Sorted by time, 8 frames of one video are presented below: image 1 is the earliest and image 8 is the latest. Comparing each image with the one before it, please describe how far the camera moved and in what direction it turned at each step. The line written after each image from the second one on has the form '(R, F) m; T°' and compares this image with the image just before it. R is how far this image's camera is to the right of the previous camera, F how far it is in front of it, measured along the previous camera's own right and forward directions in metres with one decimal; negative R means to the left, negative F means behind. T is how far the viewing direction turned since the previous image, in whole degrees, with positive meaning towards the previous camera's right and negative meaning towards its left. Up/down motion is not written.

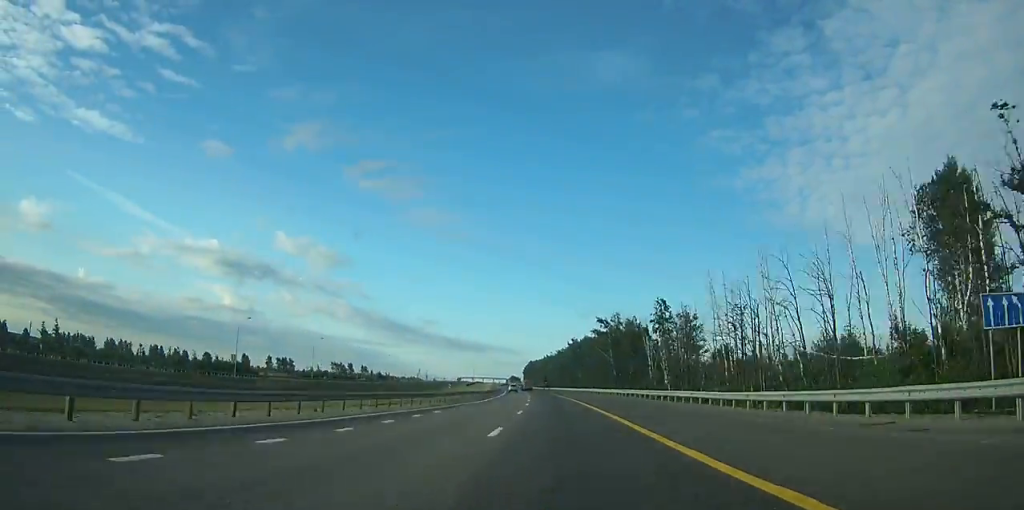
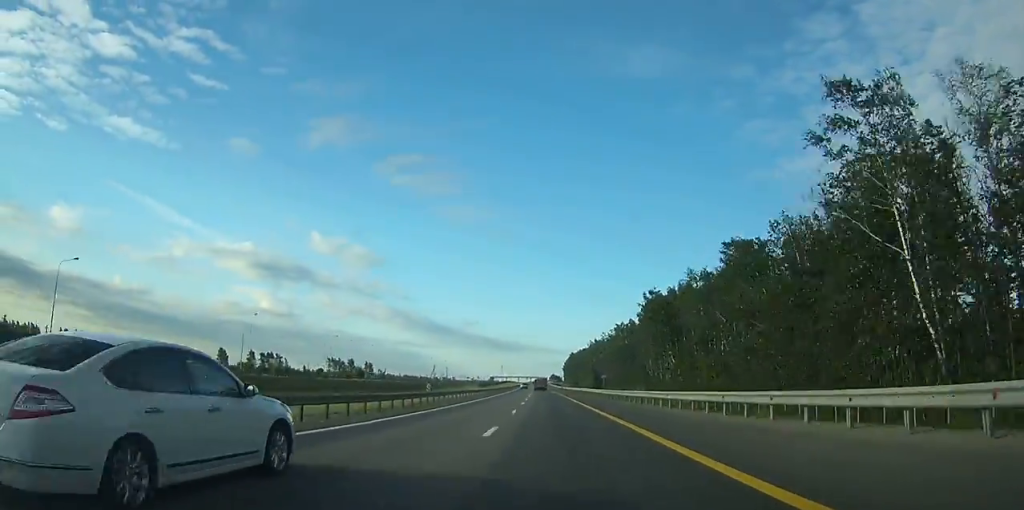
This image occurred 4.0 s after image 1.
(-2.6, +104.7) m; -3°
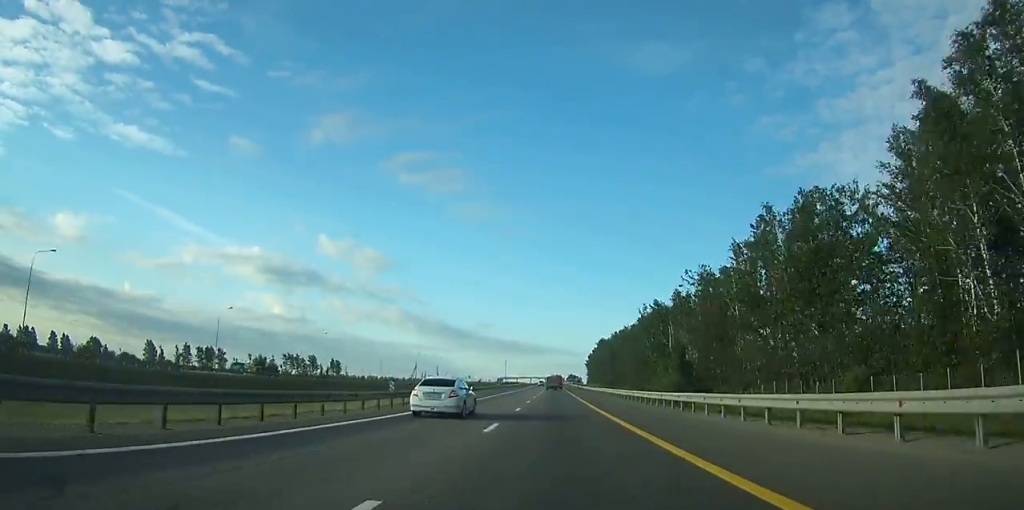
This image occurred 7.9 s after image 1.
(-2.5, +108.8) m; -1°
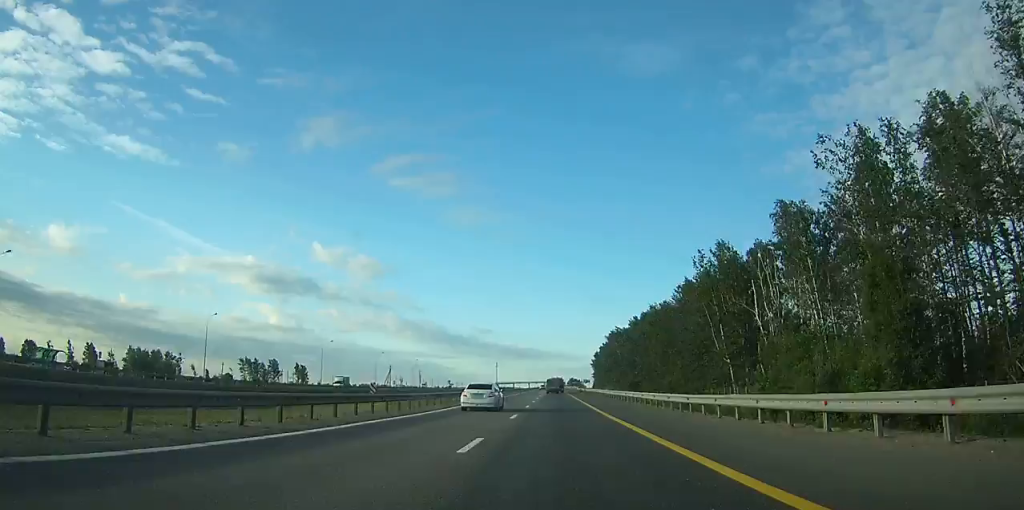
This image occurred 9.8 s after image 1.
(-0.2, +53.8) m; 0°
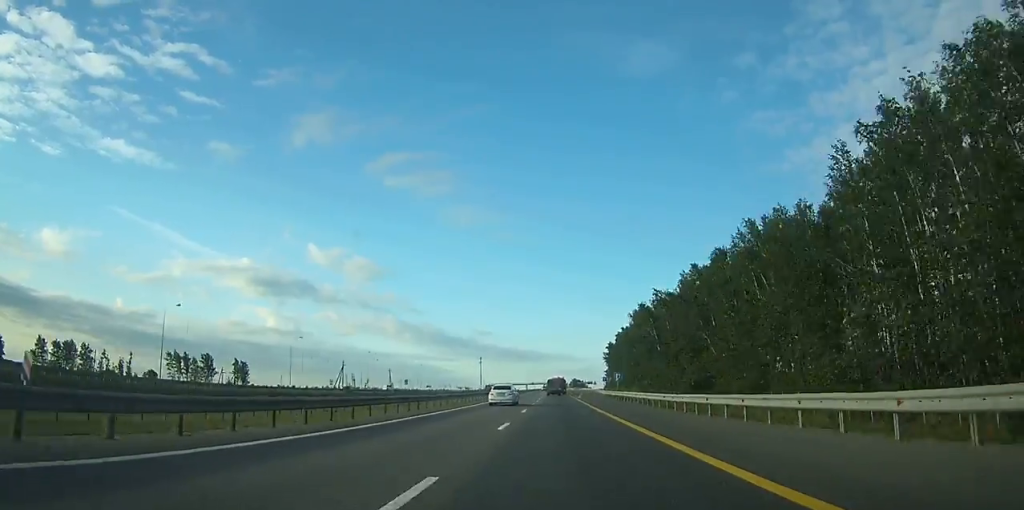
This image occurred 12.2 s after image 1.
(0.0, +68.8) m; 0°
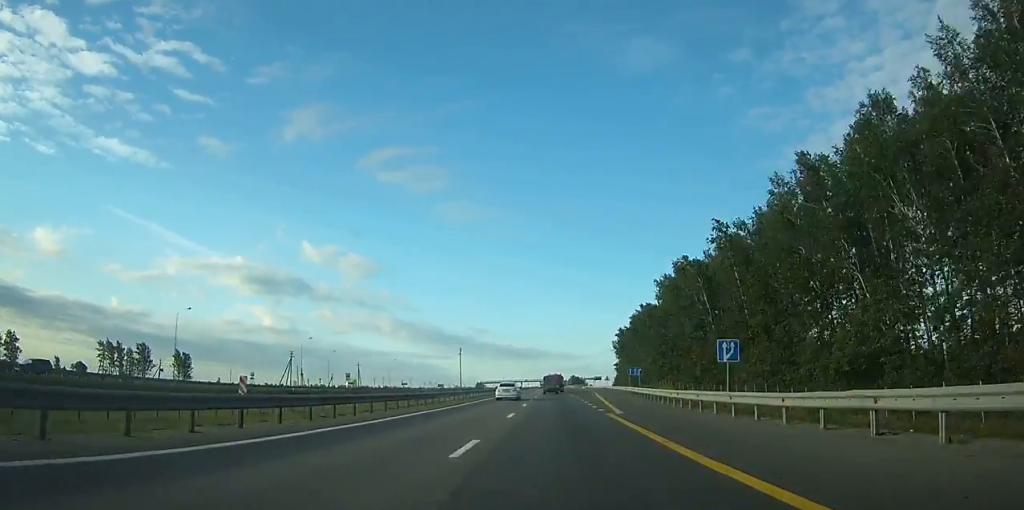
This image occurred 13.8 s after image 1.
(0.0, +44.5) m; 0°
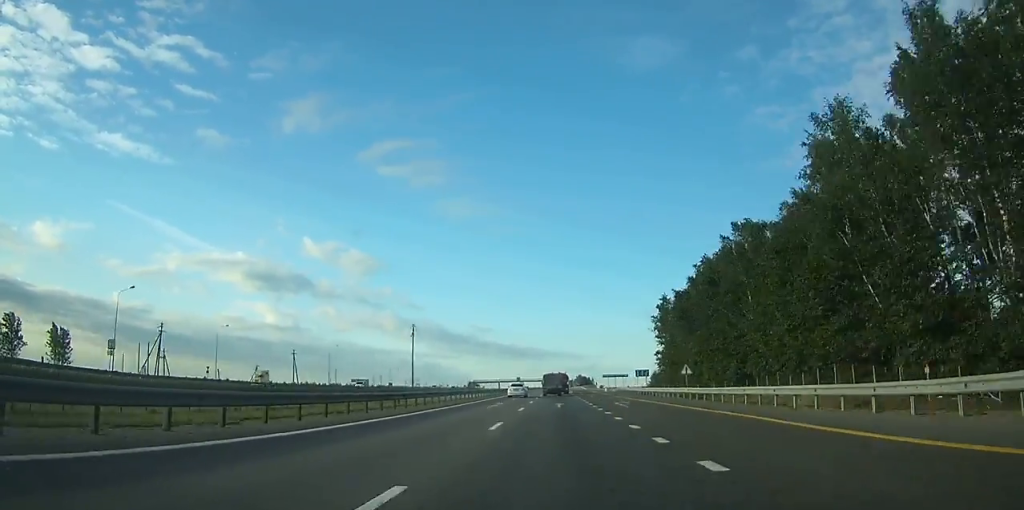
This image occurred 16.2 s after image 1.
(+0.1, +67.4) m; 0°
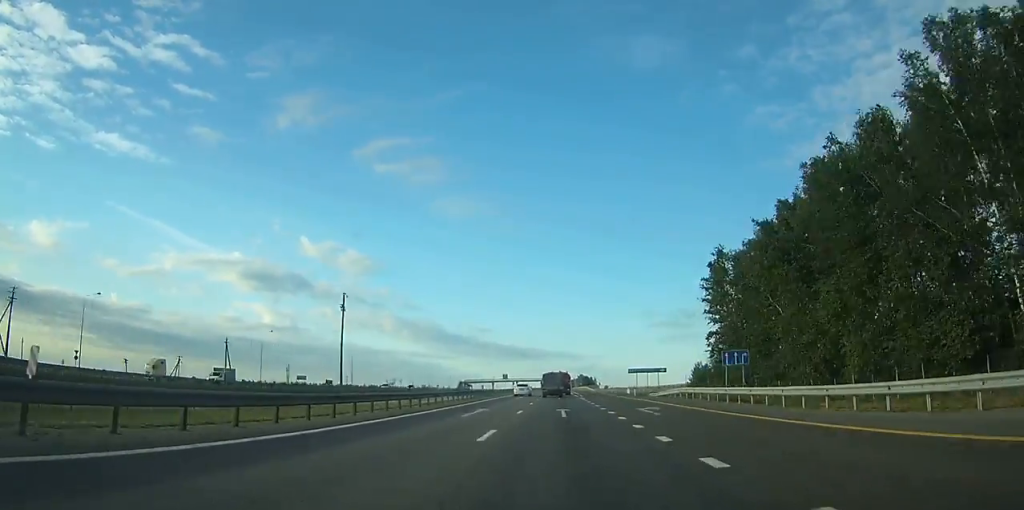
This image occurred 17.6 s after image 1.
(-0.2, +39.2) m; 0°
